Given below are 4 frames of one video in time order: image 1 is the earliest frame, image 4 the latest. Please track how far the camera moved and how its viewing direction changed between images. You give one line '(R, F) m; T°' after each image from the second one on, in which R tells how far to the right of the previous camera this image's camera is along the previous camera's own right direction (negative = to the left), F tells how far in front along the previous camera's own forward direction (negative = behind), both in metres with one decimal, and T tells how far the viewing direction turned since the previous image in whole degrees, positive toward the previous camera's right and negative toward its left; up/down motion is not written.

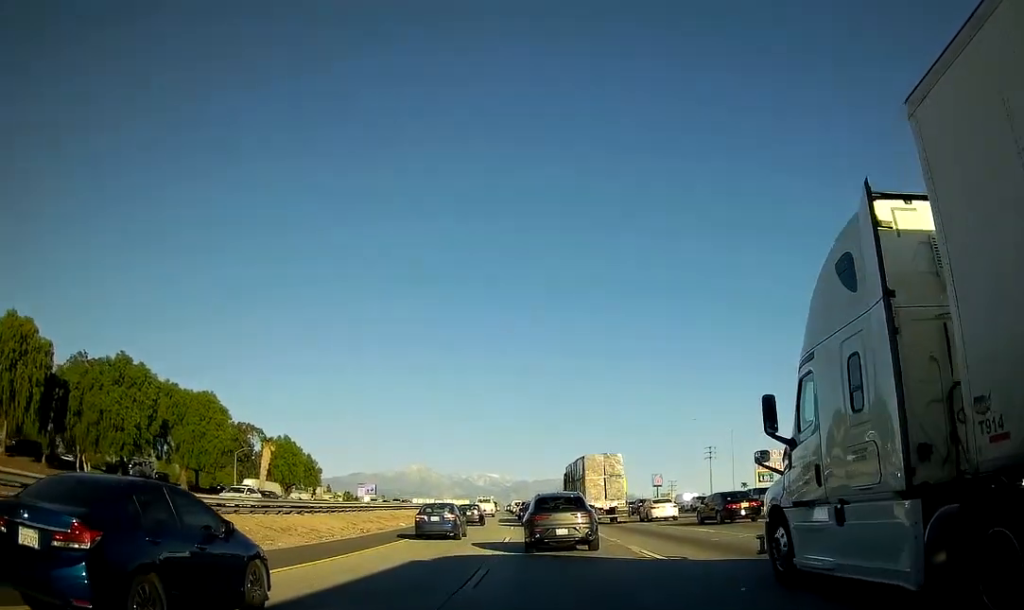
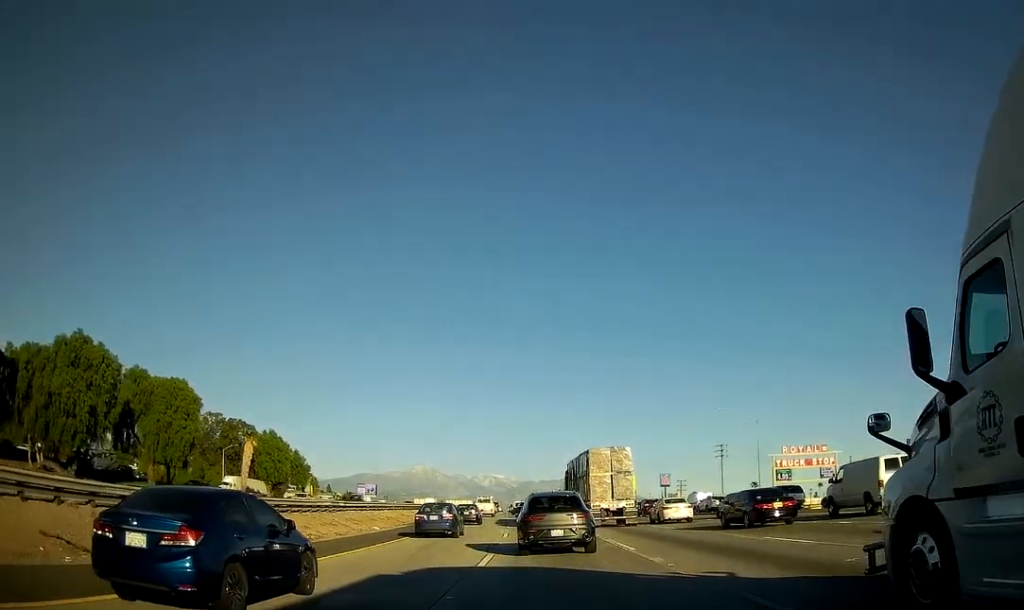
(-0.2, +9.9) m; -1°
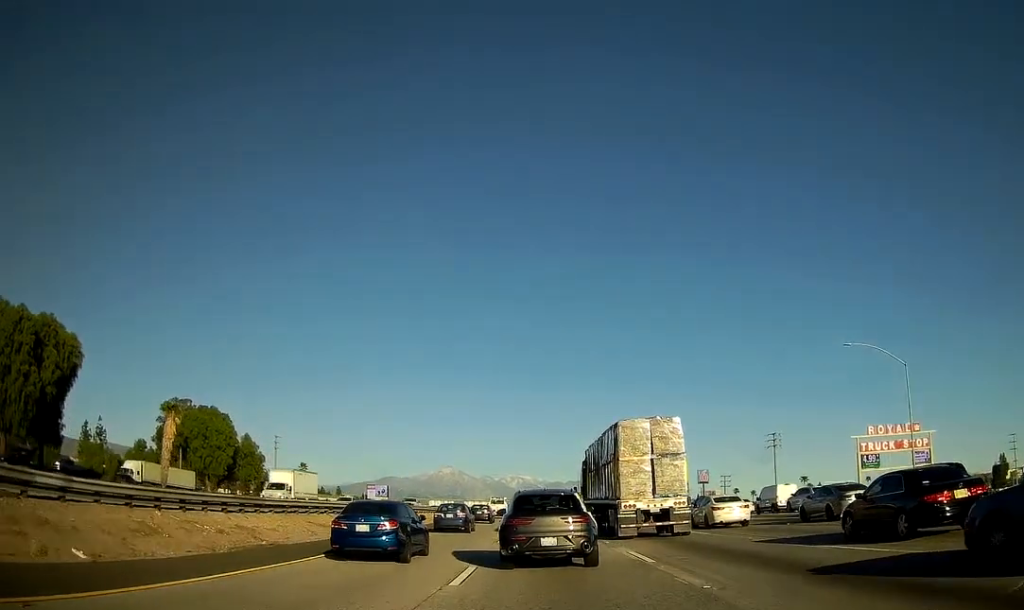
(-0.9, +33.5) m; -2°
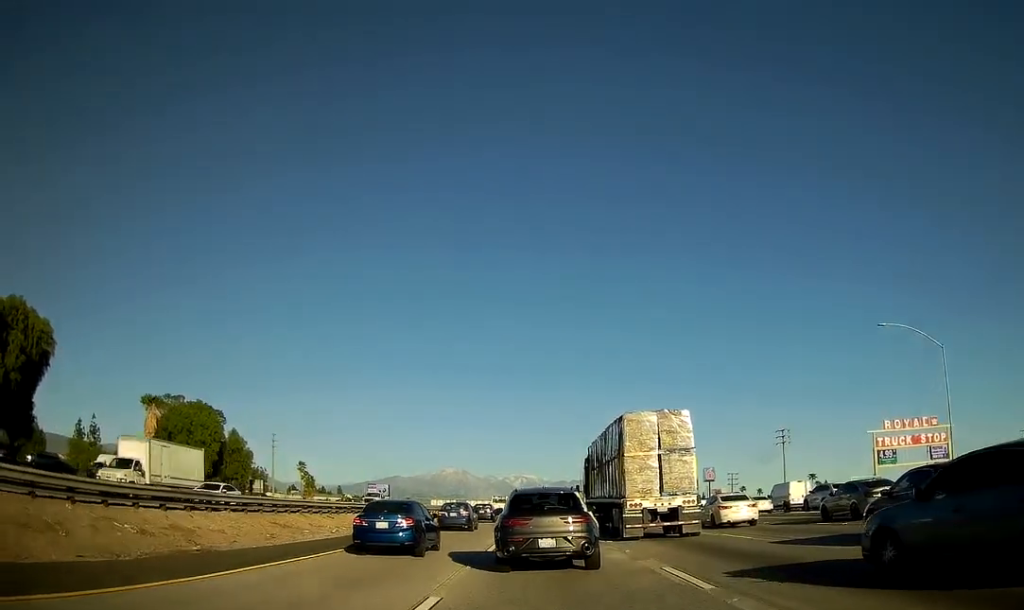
(-0.1, +5.4) m; -2°
